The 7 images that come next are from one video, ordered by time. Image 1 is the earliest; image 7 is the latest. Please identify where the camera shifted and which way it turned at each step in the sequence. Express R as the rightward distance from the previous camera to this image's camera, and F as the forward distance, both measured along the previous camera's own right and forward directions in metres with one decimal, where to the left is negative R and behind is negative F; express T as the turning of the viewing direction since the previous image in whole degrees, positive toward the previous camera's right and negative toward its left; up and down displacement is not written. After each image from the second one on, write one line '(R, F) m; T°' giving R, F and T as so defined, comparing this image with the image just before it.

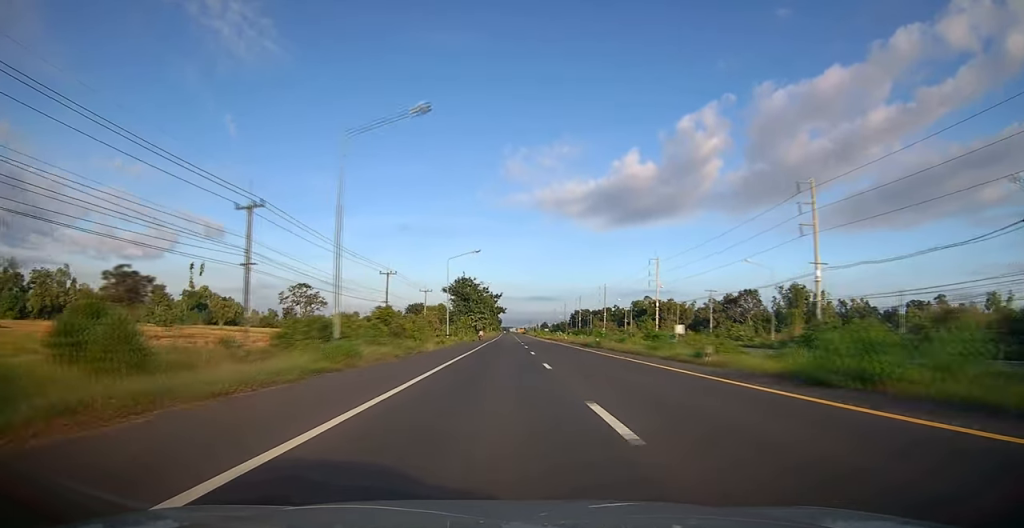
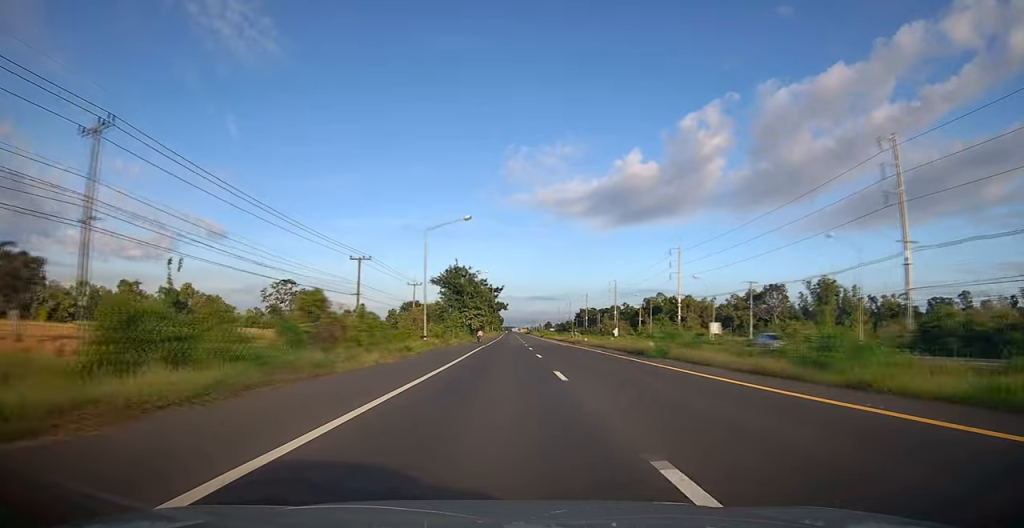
(0.0, +16.3) m; 0°
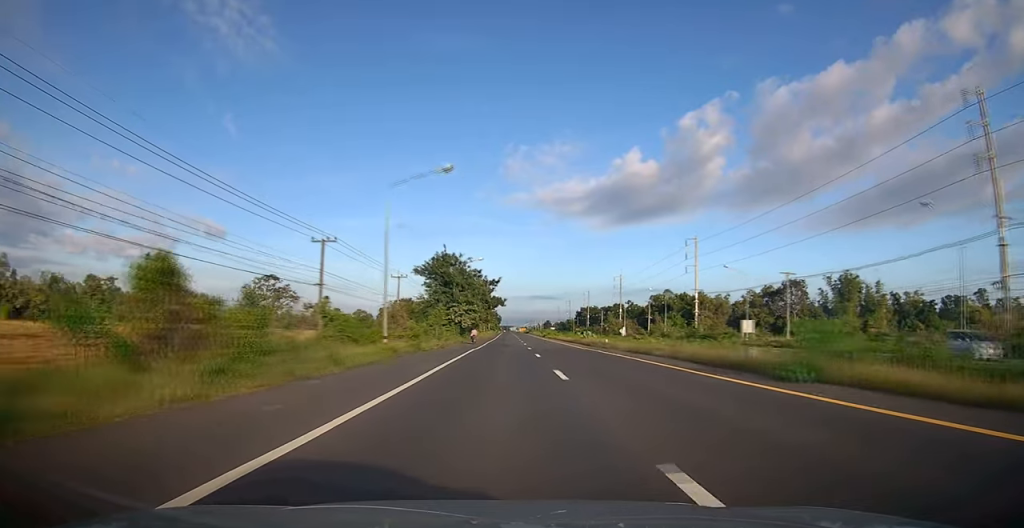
(0.0, +12.4) m; 0°
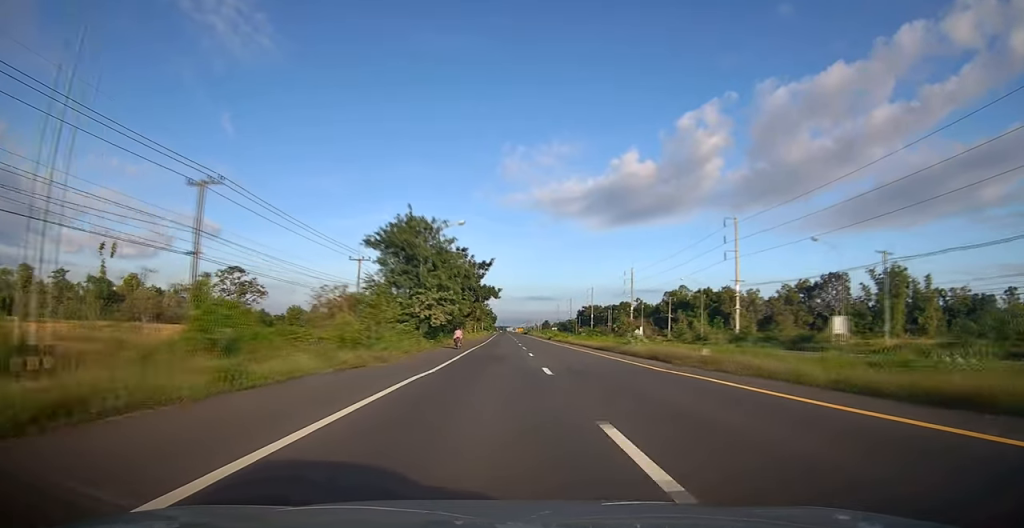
(0.0, +21.5) m; +1°
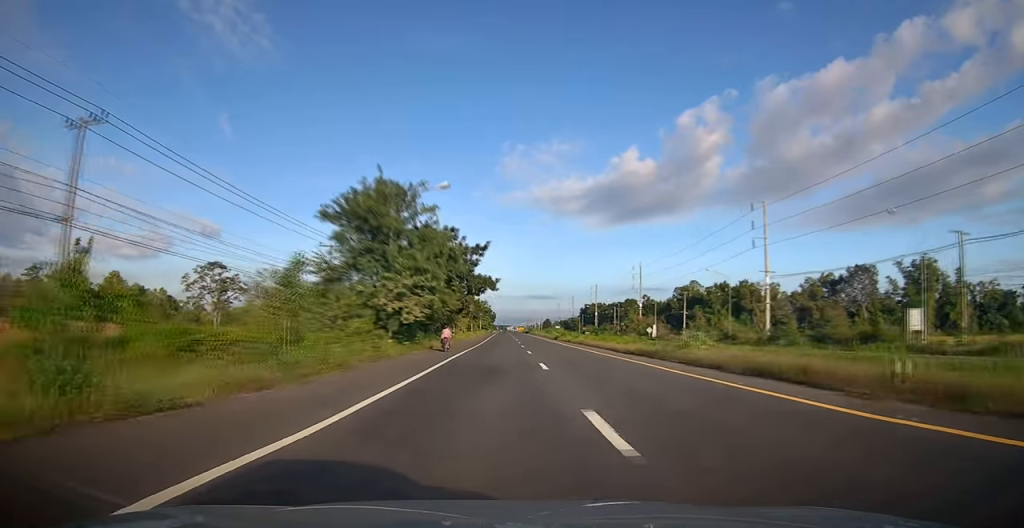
(-0.1, +10.7) m; +1°
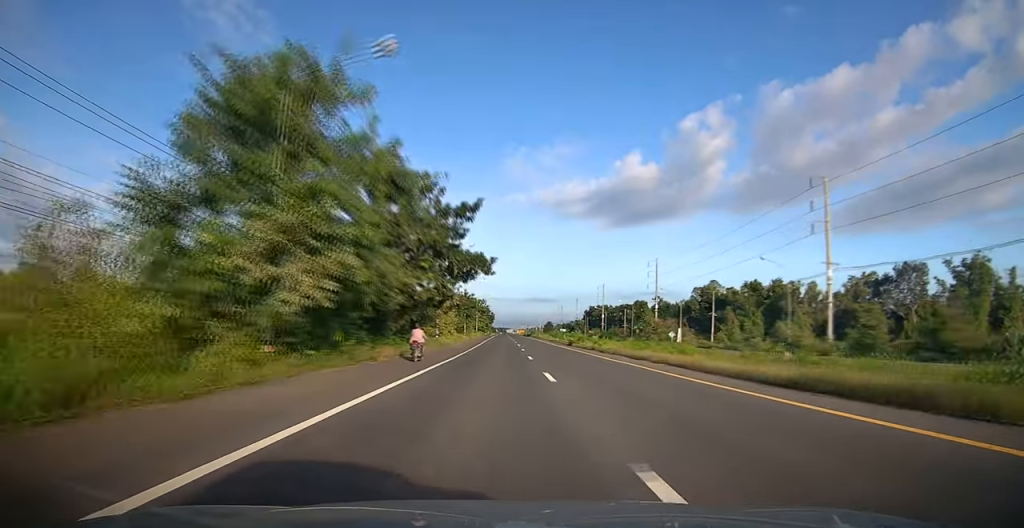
(+0.4, +15.9) m; 0°
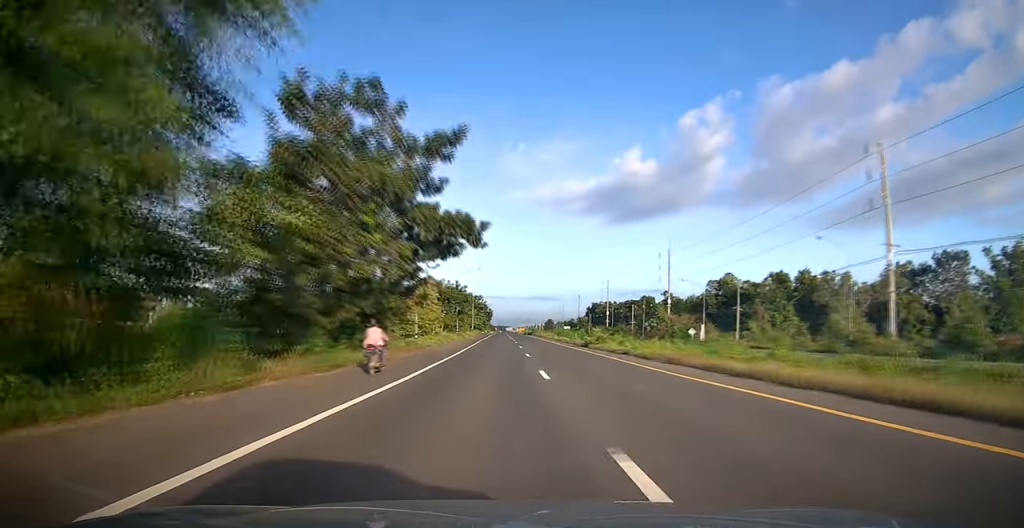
(-0.1, +11.3) m; -1°
